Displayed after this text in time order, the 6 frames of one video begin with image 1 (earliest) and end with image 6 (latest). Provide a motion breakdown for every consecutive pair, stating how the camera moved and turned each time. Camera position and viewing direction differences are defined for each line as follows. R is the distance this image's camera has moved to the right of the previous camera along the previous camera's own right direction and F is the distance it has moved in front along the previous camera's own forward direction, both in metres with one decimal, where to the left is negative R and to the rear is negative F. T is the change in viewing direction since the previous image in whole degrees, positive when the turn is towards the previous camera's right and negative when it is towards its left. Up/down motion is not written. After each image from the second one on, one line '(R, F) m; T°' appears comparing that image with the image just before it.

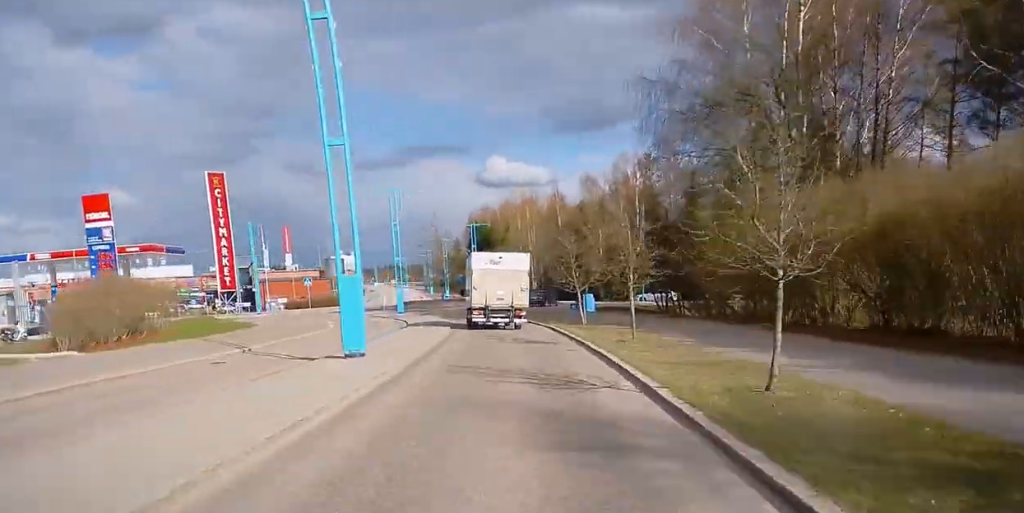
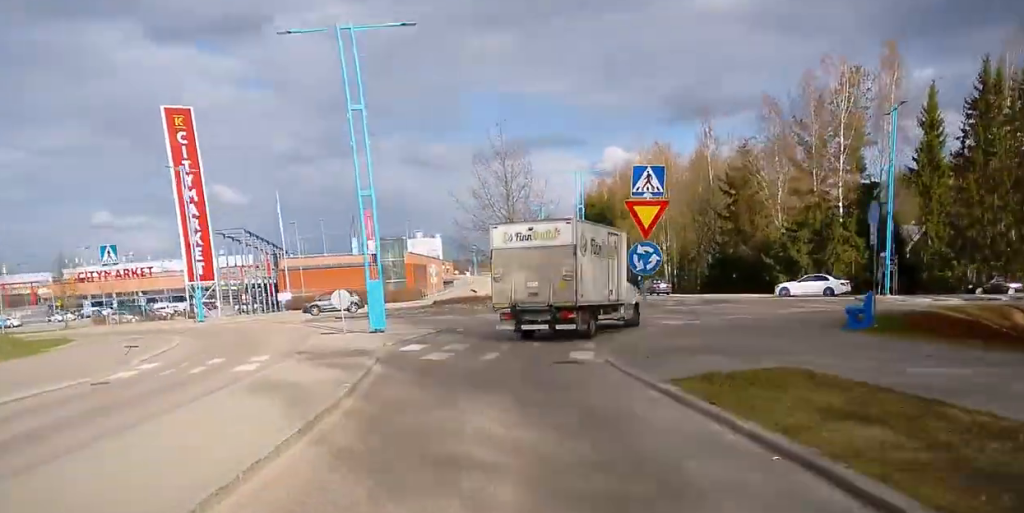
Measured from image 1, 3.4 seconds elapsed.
(-6.0, +35.0) m; -3°
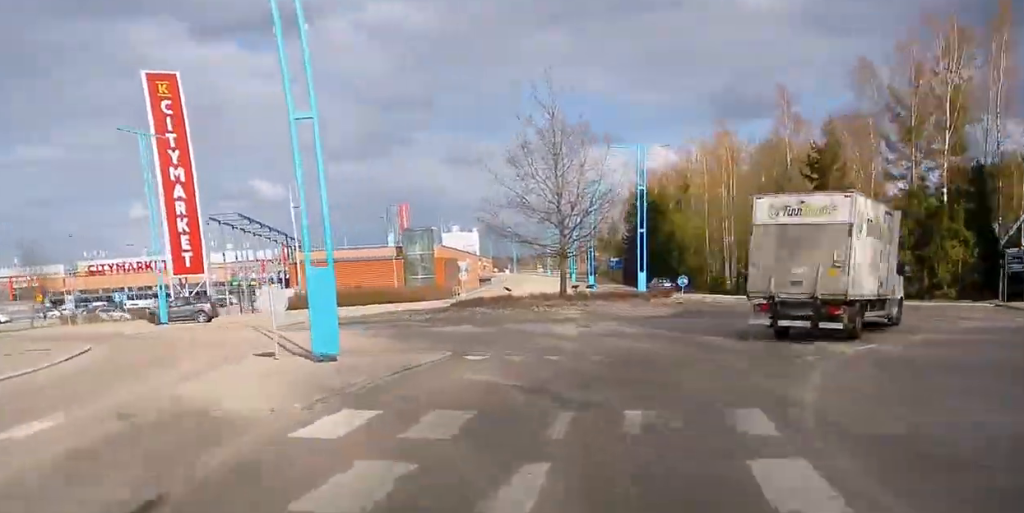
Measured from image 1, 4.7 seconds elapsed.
(+3.6, +10.6) m; +16°
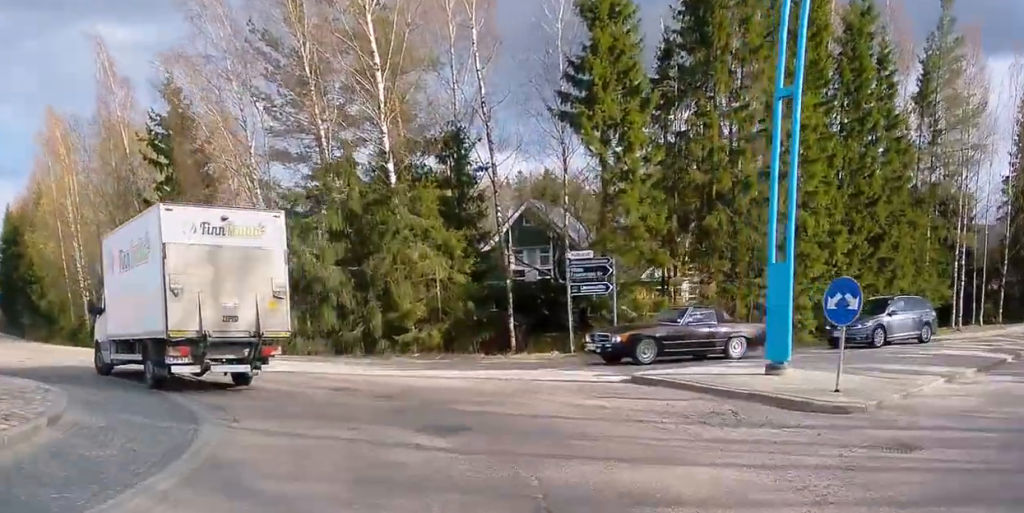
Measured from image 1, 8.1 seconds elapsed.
(+5.1, +27.1) m; +2°
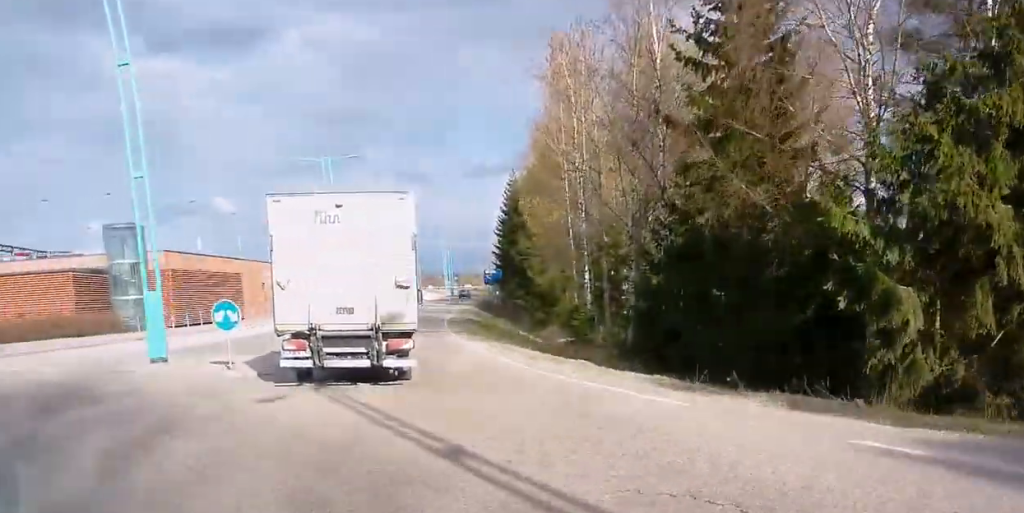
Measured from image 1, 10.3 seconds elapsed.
(-3.4, +16.6) m; -20°
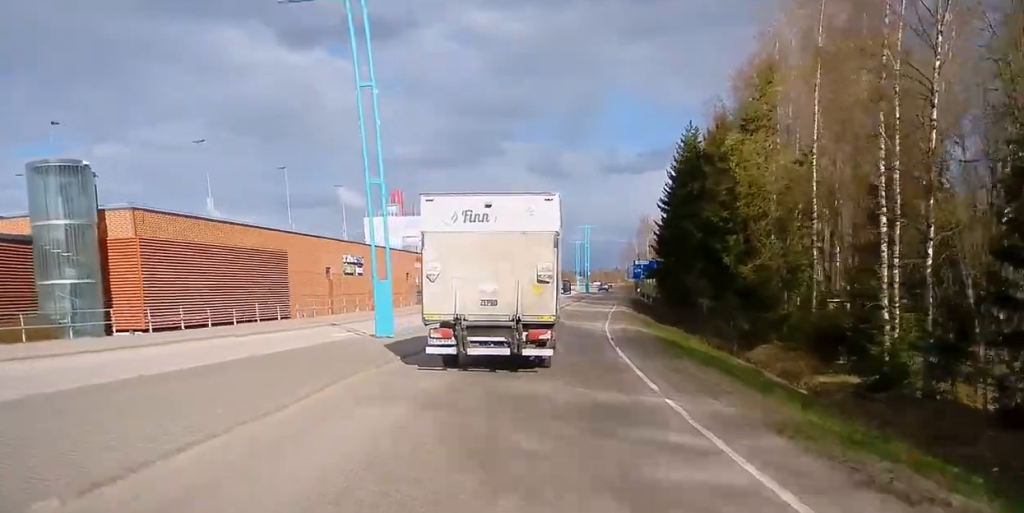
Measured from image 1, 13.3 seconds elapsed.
(-3.4, +26.4) m; -5°
